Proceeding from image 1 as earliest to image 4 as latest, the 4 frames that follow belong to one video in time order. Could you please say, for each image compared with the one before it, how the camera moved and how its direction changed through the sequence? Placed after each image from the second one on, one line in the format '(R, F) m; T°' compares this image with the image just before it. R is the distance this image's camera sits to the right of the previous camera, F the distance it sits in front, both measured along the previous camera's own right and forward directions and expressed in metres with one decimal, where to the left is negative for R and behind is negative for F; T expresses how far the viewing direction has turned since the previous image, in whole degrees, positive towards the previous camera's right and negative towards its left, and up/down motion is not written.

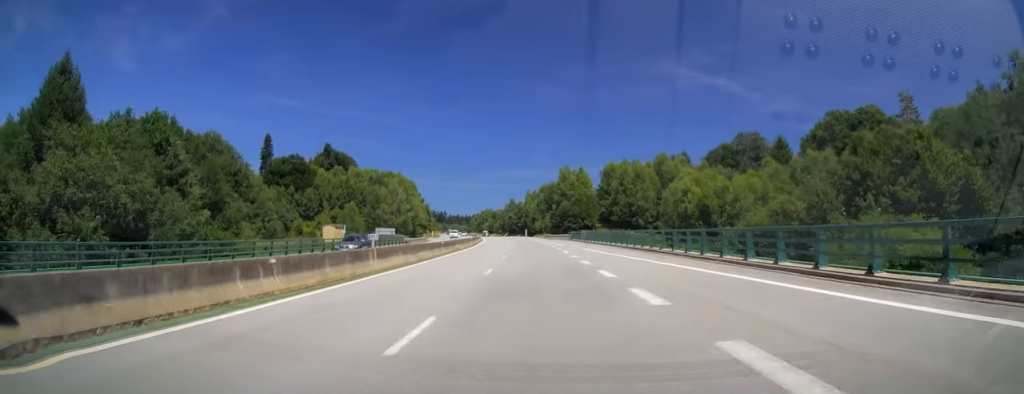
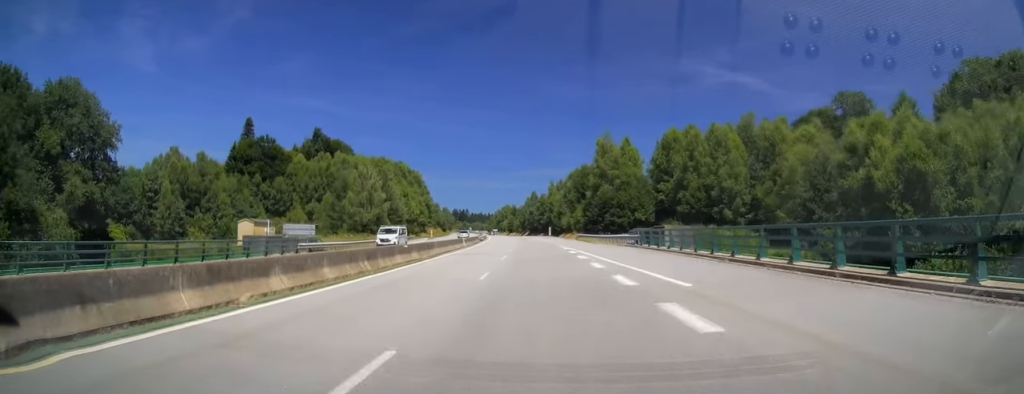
(-0.9, +41.9) m; -2°
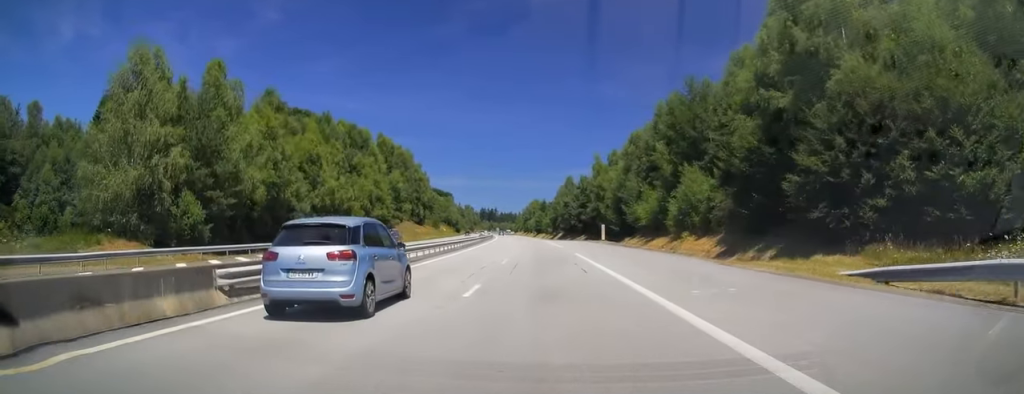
(-1.9, +69.6) m; -3°
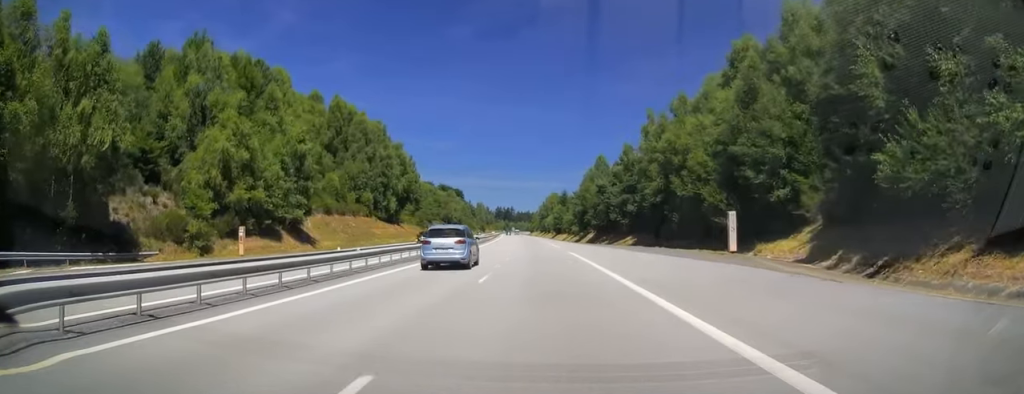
(-0.8, +48.9) m; -2°
